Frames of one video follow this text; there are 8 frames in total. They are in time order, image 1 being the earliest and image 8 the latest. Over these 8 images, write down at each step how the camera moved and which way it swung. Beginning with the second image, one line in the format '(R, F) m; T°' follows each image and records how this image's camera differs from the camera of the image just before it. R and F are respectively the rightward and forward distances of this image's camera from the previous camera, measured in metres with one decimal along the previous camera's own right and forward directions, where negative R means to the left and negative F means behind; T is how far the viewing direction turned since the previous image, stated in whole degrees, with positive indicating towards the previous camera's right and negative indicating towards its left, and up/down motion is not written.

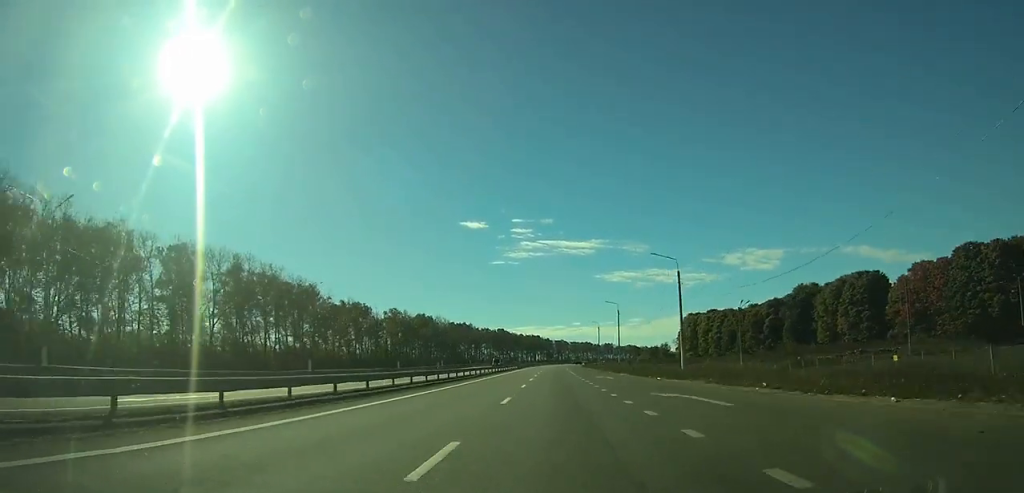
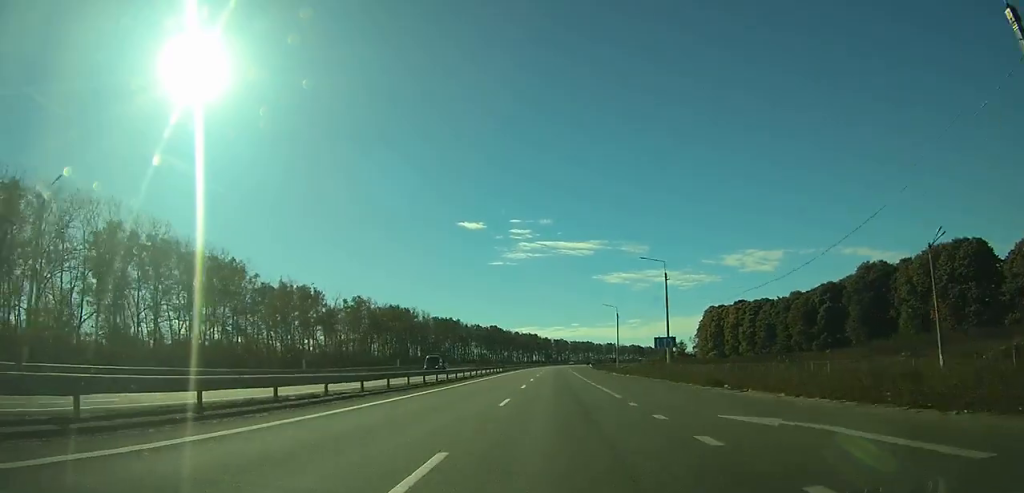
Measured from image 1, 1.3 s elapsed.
(0.0, +37.0) m; 0°
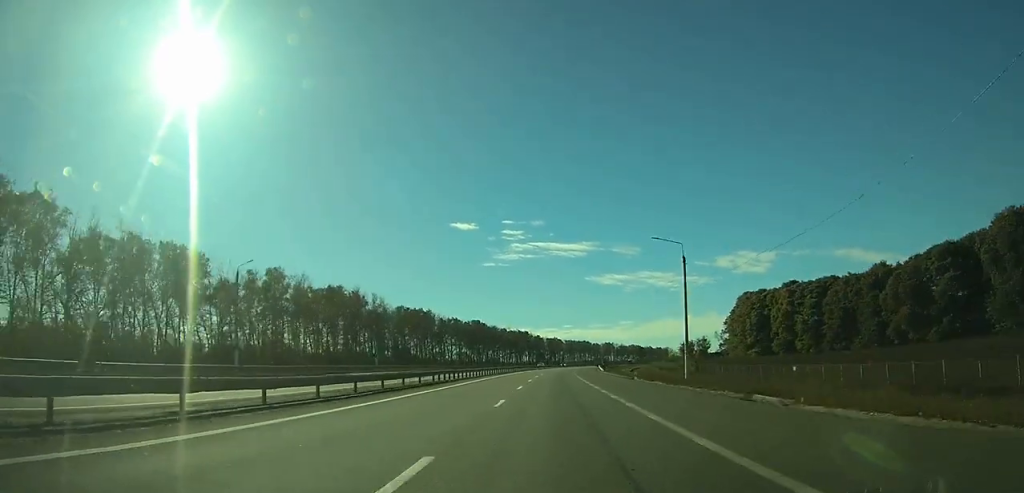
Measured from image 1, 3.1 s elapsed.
(+0.1, +48.2) m; +1°
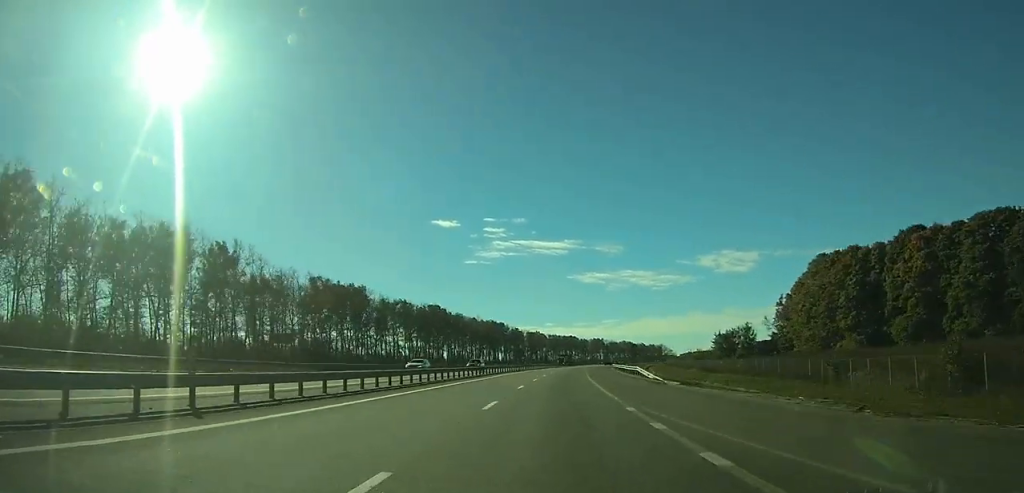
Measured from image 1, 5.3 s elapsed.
(+0.6, +61.4) m; +2°
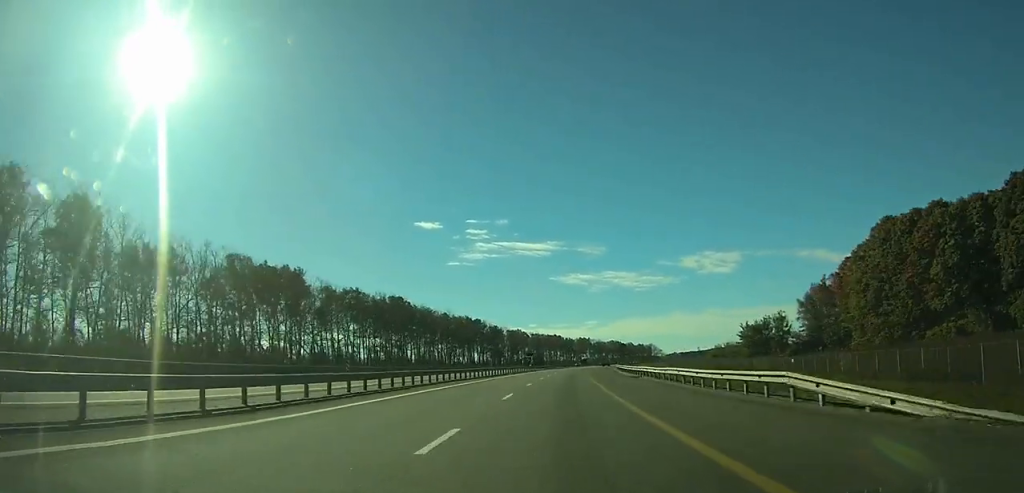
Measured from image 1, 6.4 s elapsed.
(-0.1, +31.7) m; +1°
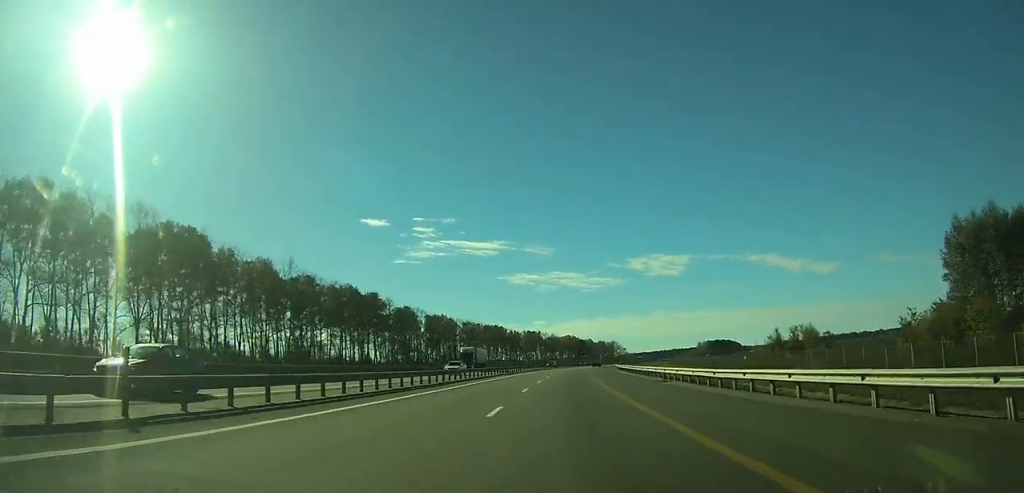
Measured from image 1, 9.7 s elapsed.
(+3.9, +90.5) m; +5°
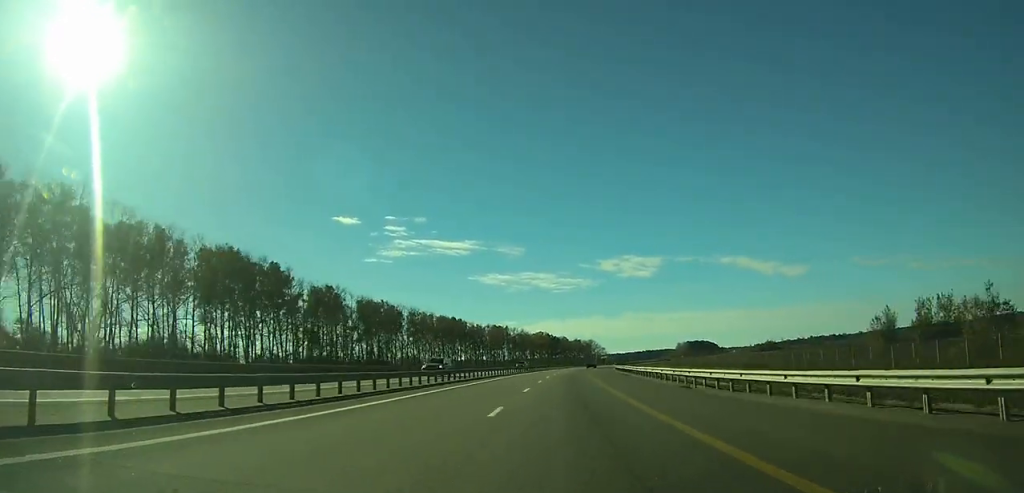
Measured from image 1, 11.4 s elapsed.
(+1.3, +47.7) m; +3°
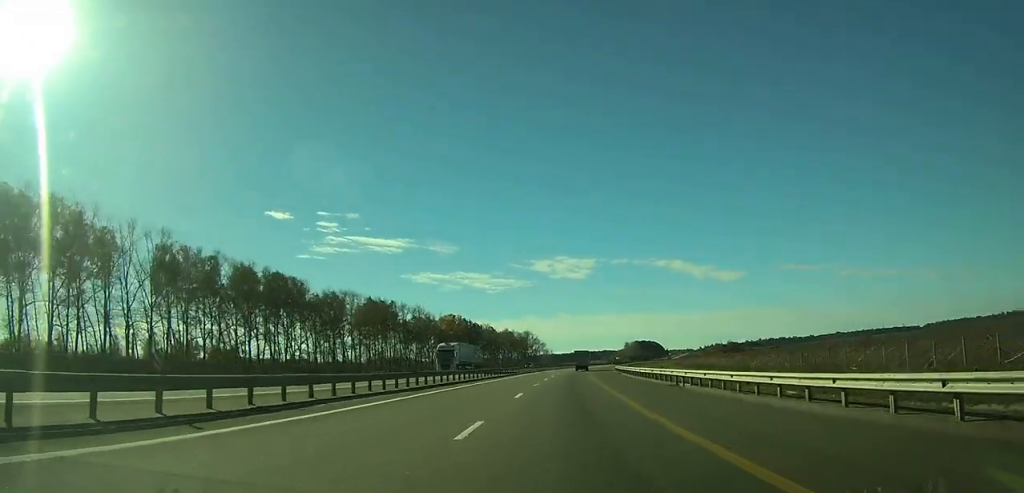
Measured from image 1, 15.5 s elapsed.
(+6.3, +111.1) m; +6°
